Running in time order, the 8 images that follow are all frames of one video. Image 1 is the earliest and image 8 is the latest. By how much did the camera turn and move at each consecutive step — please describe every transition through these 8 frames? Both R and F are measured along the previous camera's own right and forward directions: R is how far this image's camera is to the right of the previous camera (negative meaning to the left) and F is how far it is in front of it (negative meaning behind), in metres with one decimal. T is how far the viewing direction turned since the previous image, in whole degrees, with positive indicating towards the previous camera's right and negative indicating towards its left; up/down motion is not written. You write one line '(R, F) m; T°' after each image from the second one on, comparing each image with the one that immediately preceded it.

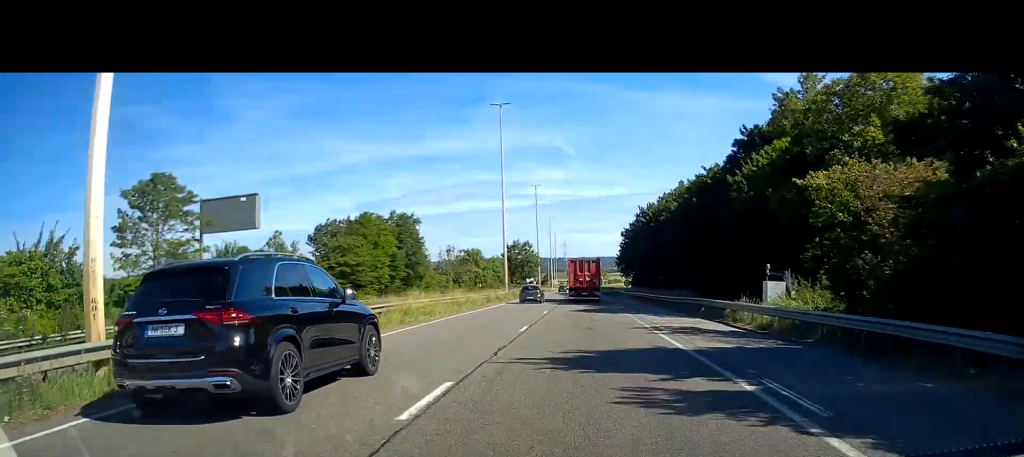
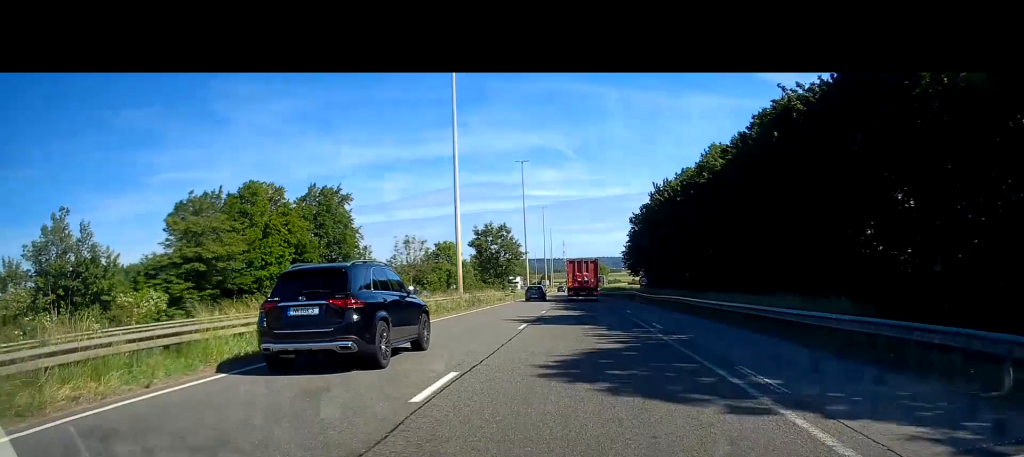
(-0.1, +24.4) m; 0°
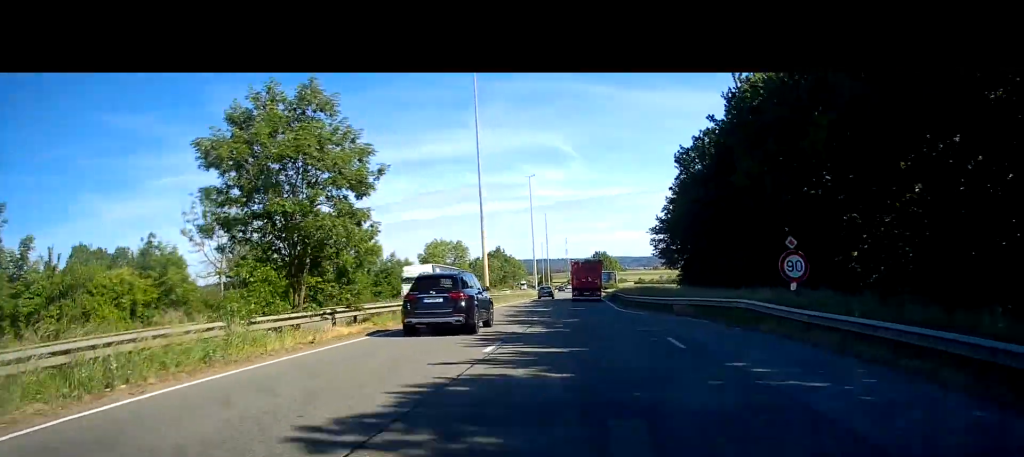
(+0.1, +44.8) m; 0°
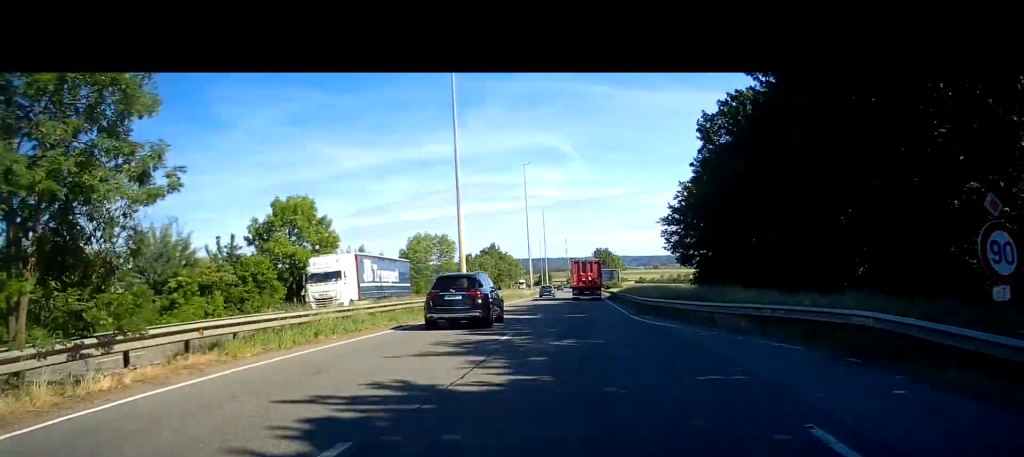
(0.0, +10.1) m; 0°
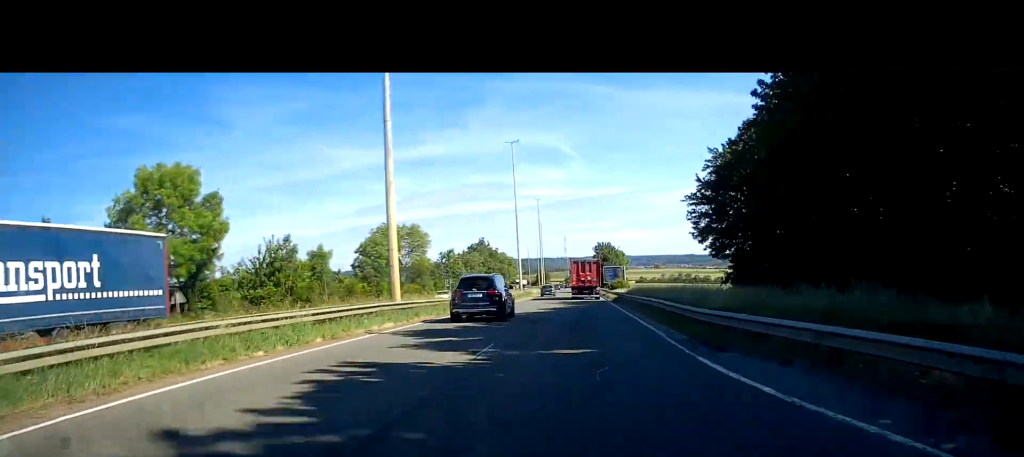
(-0.1, +15.8) m; -1°
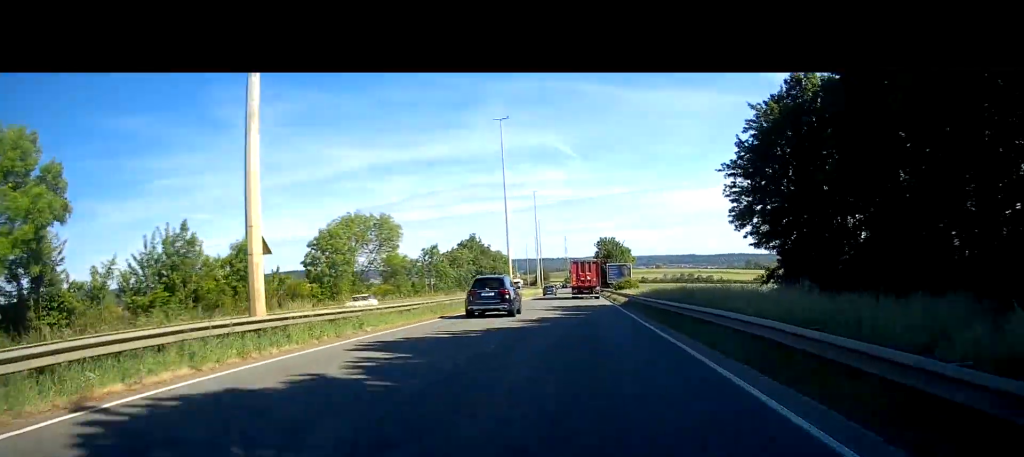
(-0.1, +12.3) m; 0°
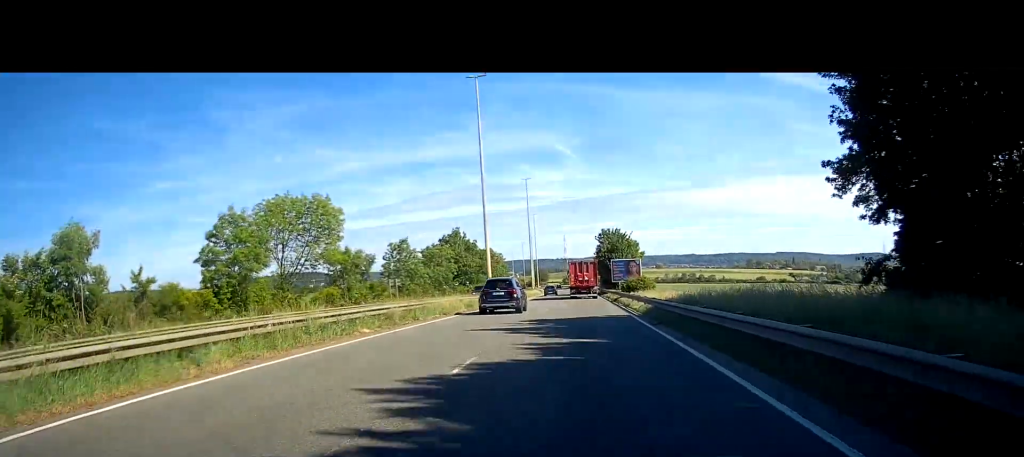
(-0.1, +15.9) m; 0°
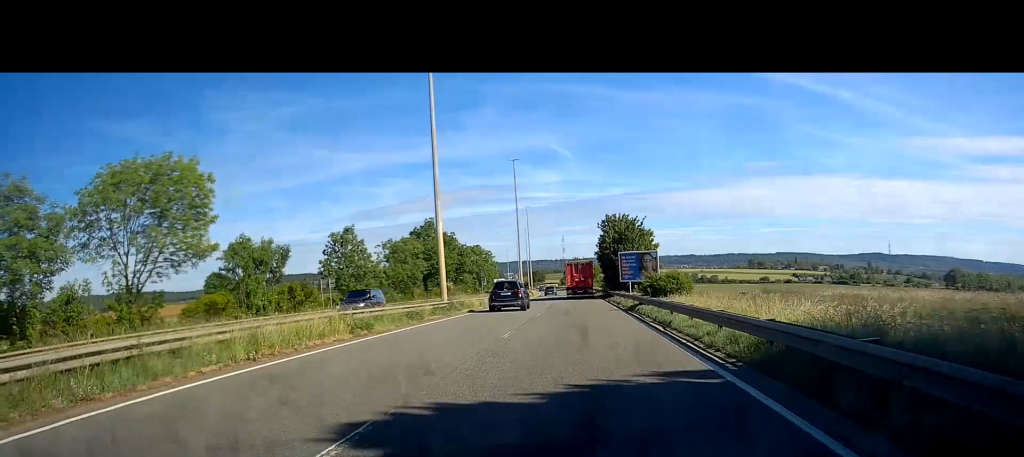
(+0.4, +18.2) m; +1°
